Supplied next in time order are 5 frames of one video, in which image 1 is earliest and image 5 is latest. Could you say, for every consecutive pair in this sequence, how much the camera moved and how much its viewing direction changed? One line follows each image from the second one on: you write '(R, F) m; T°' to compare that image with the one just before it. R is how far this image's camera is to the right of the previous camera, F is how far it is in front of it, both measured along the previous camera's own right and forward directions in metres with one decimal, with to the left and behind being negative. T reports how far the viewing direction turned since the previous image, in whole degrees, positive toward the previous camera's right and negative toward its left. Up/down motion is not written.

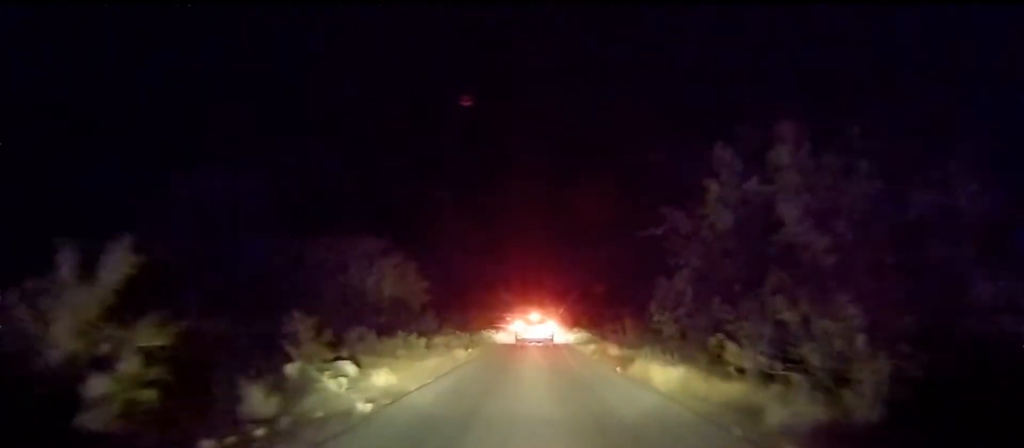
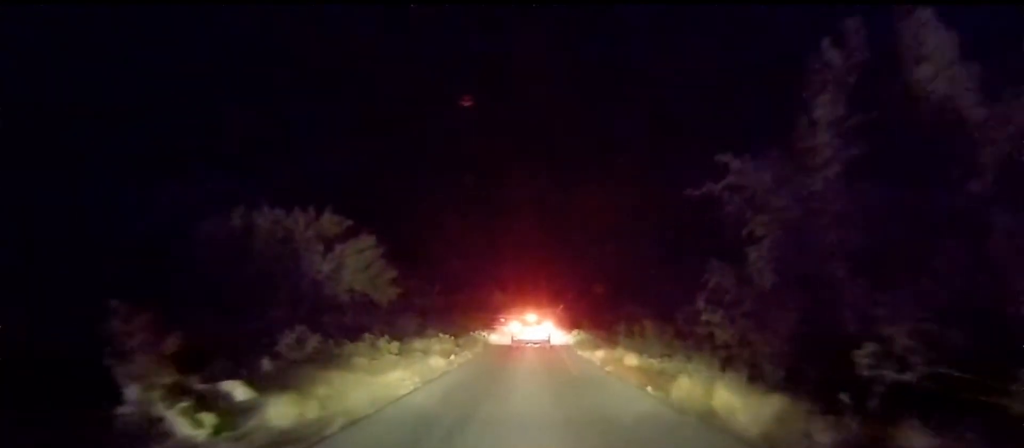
(0.0, +4.0) m; -1°
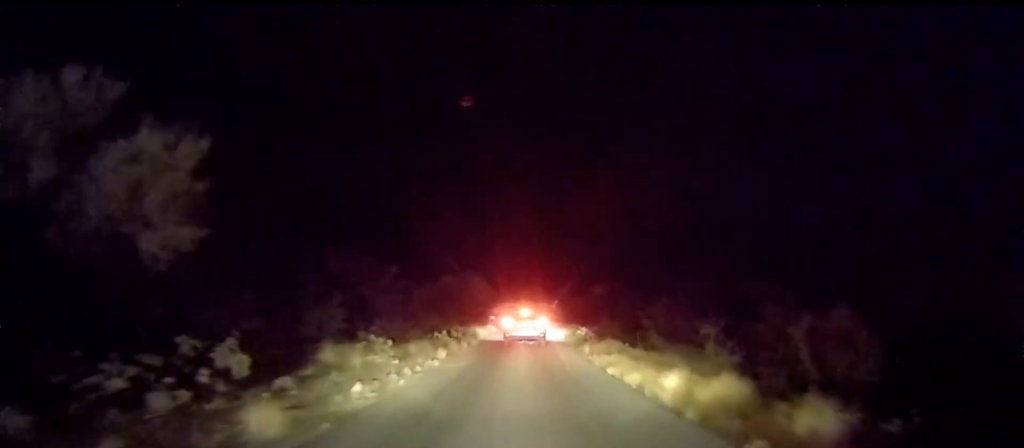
(-0.5, +10.5) m; 0°
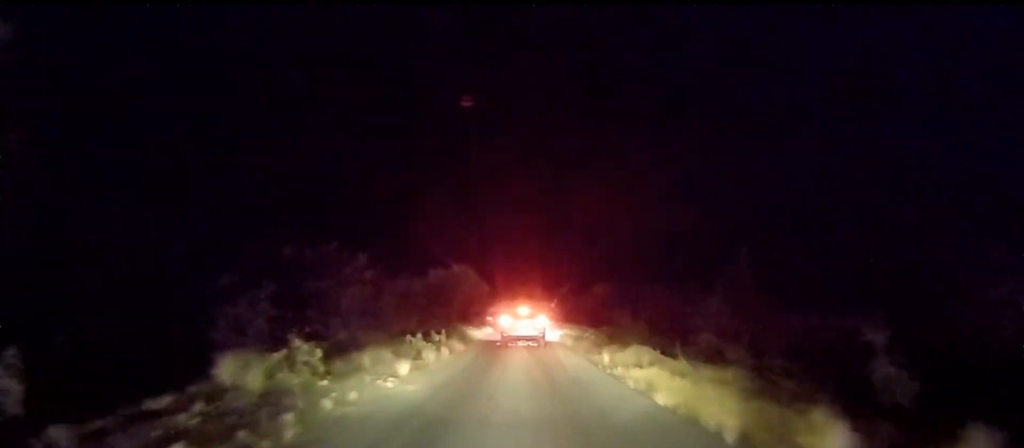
(0.0, +5.4) m; +4°
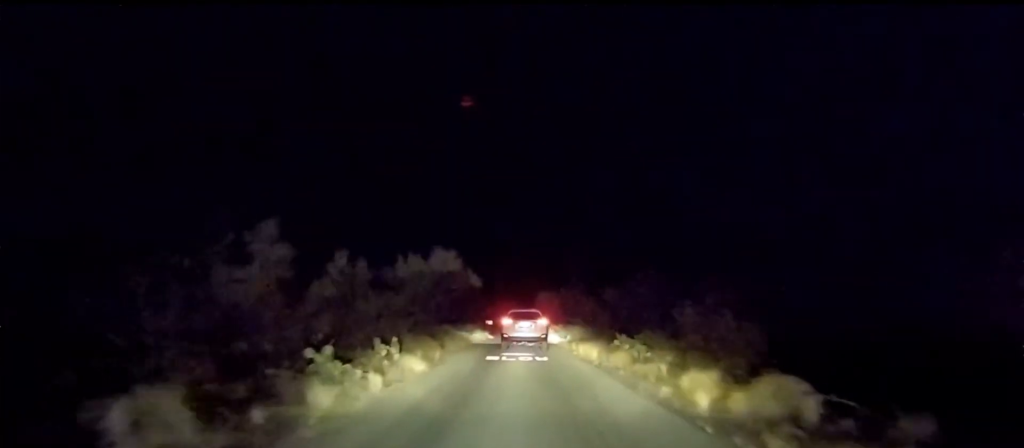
(+0.7, +9.1) m; +1°
